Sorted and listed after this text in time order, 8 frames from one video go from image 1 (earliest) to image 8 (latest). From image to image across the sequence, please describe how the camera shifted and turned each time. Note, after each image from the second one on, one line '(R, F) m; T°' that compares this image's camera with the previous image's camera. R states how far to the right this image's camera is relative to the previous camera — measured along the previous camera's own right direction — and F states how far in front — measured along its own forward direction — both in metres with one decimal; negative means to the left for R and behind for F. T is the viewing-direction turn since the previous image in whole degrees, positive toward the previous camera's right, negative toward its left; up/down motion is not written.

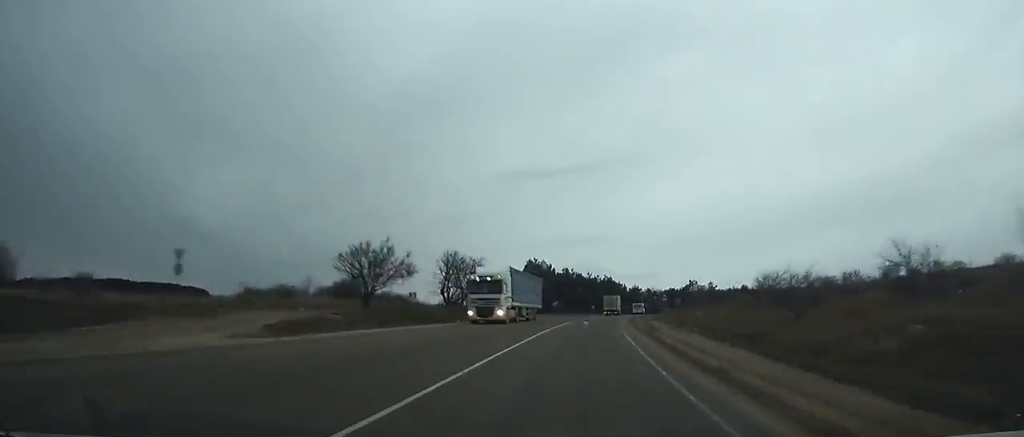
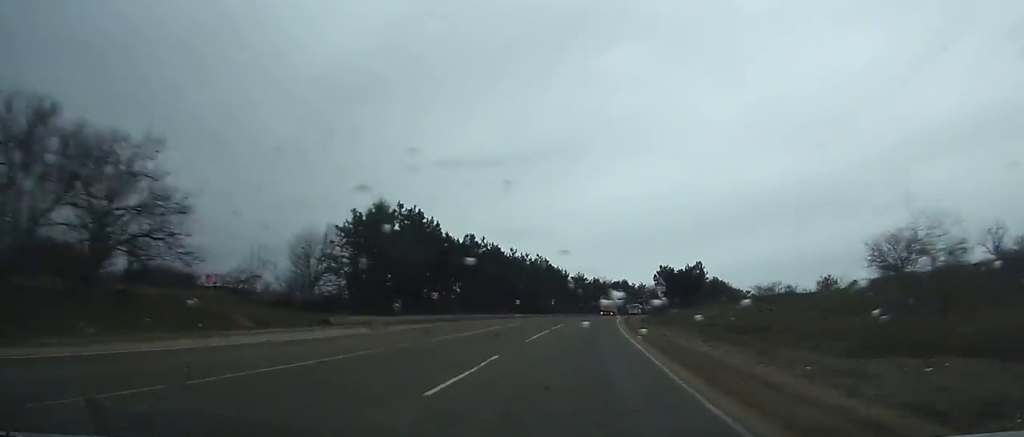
(+2.6, +52.4) m; +6°
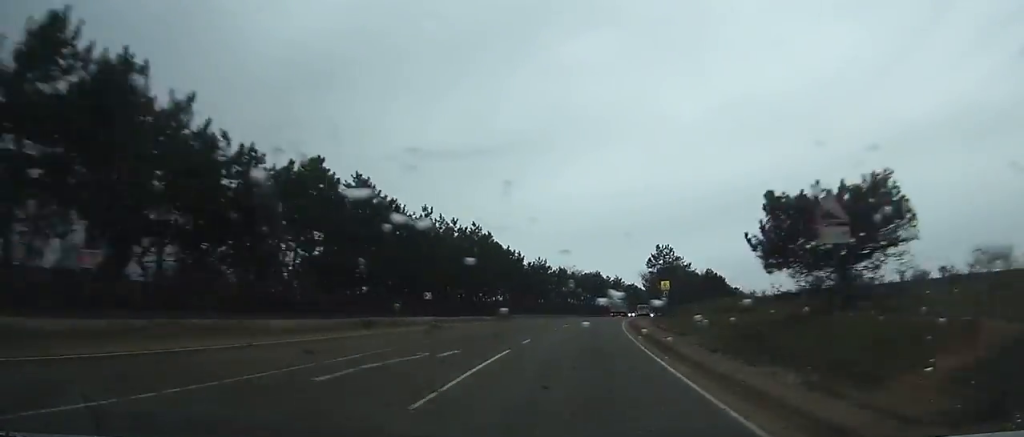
(+0.9, +36.0) m; +4°
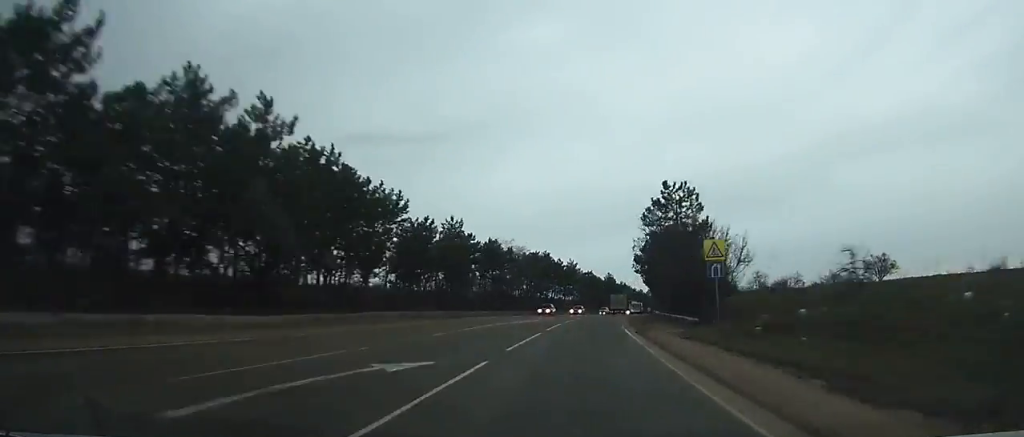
(+1.8, +37.5) m; +5°
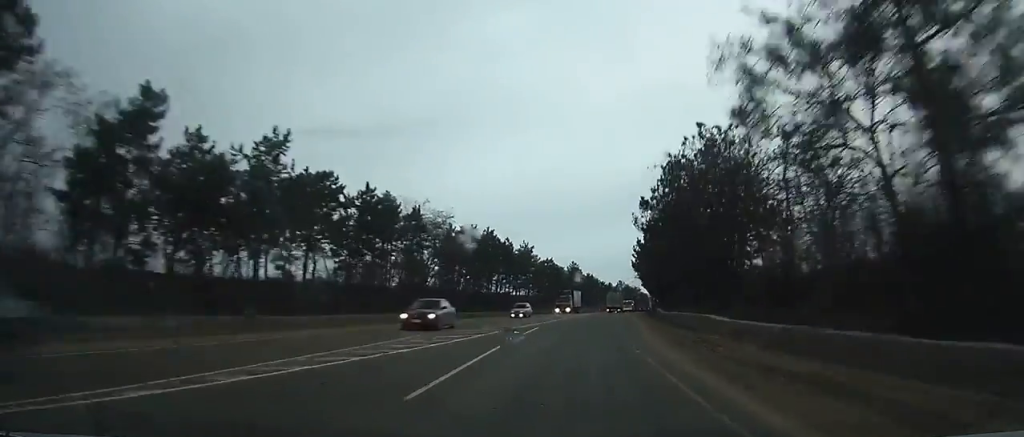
(+1.3, +30.9) m; +3°
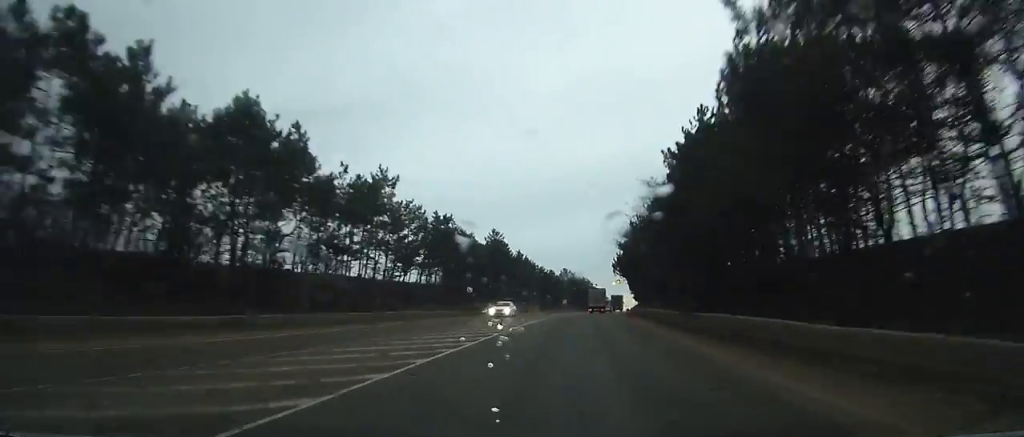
(+2.2, +49.4) m; +5°
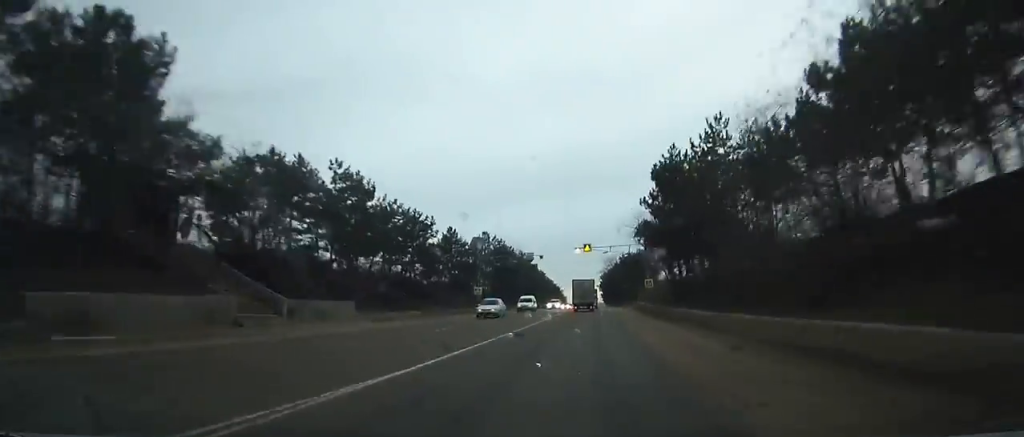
(+3.5, +72.3) m; +4°
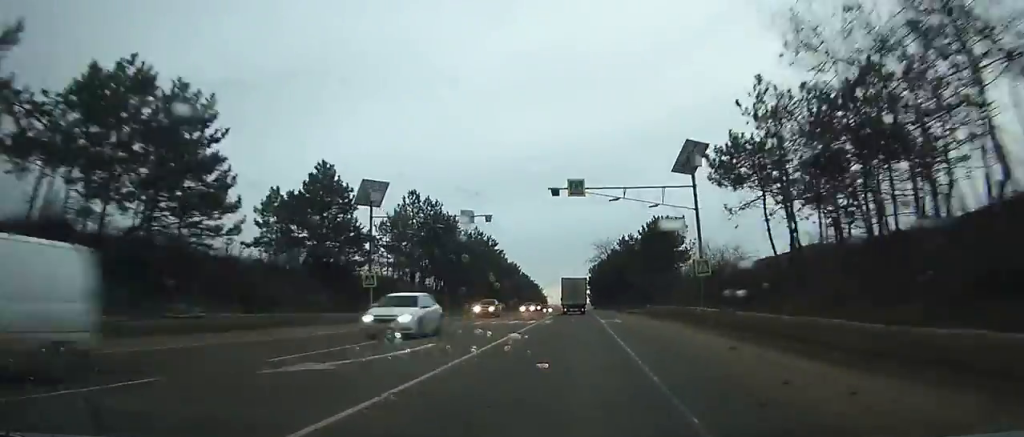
(+0.4, +32.9) m; +1°
